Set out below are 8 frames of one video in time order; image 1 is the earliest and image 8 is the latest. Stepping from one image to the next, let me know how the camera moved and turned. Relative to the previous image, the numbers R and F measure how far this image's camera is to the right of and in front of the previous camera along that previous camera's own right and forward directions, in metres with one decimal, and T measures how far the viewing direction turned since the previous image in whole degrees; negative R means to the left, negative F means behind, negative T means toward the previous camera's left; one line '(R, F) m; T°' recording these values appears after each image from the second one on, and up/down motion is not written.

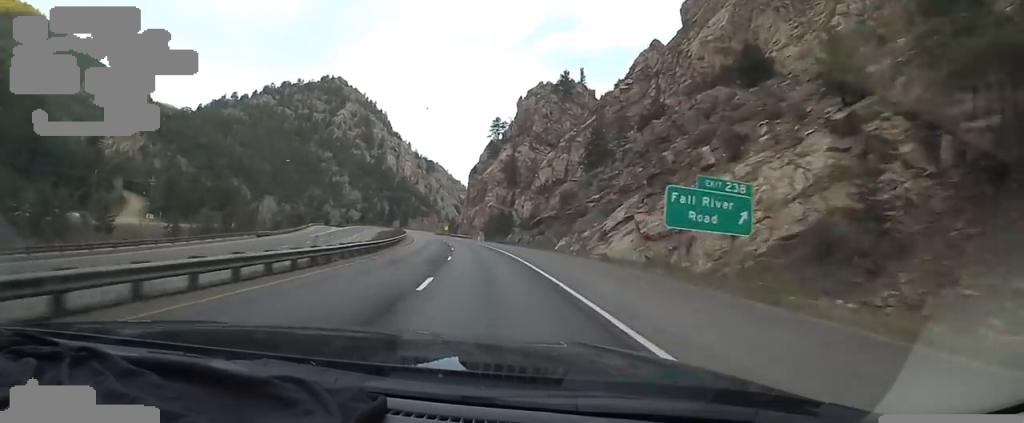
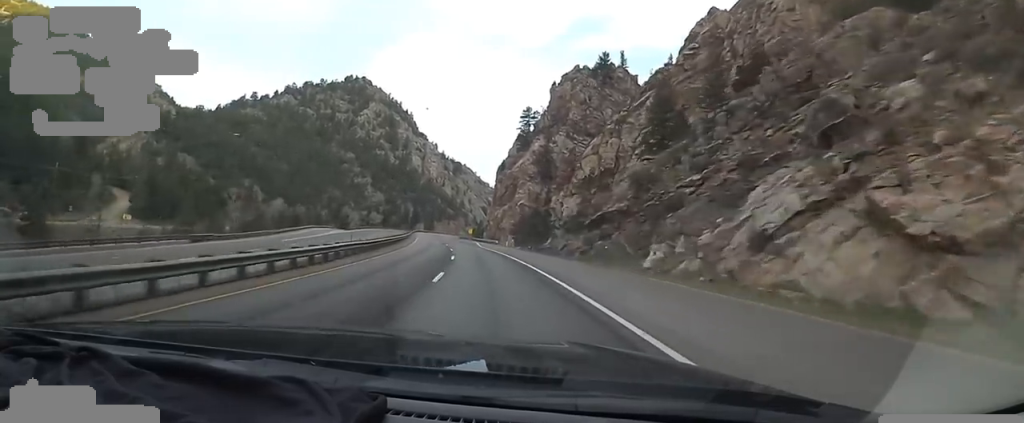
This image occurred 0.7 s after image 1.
(-1.1, +22.7) m; -5°
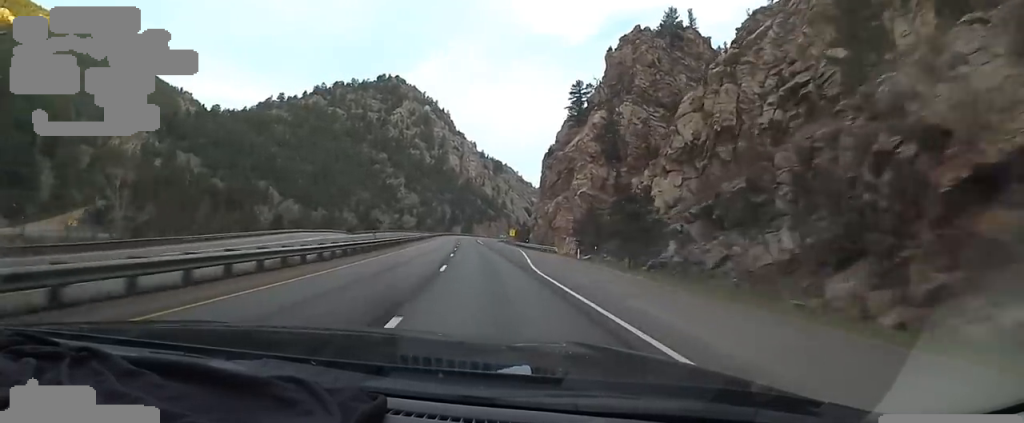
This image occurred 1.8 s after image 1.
(-1.8, +32.9) m; -5°
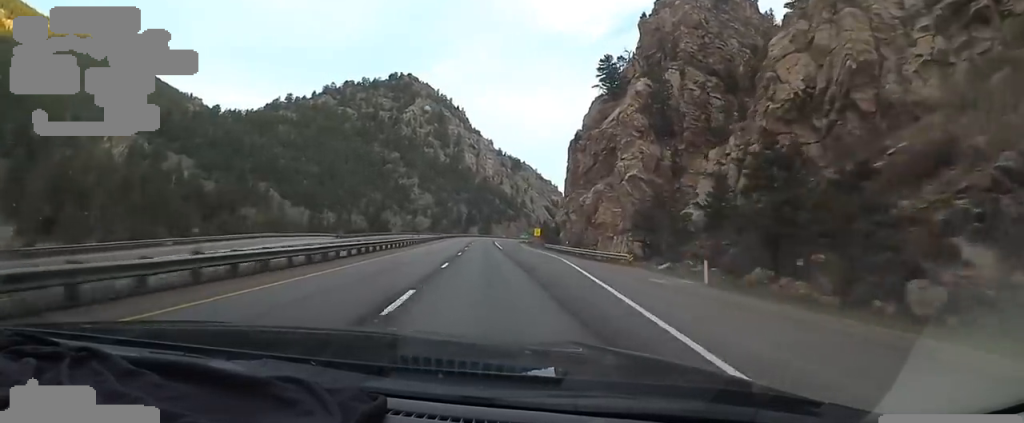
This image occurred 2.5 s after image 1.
(-0.7, +20.6) m; -2°
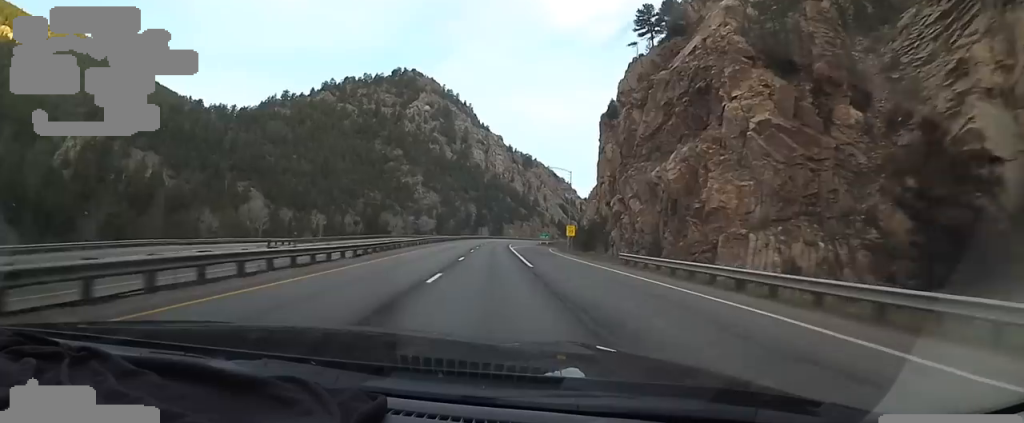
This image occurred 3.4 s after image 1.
(-0.1, +30.0) m; -2°
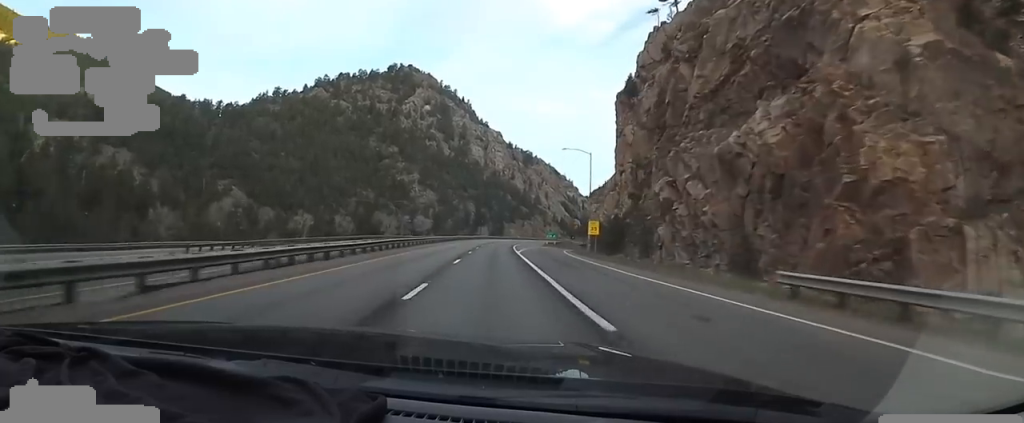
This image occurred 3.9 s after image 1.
(-0.7, +15.6) m; 0°
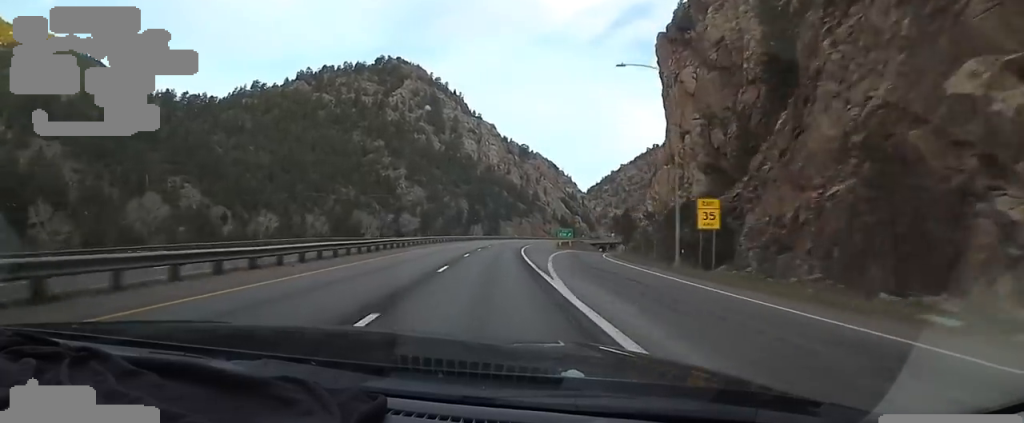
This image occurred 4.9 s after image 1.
(-0.1, +29.2) m; +1°
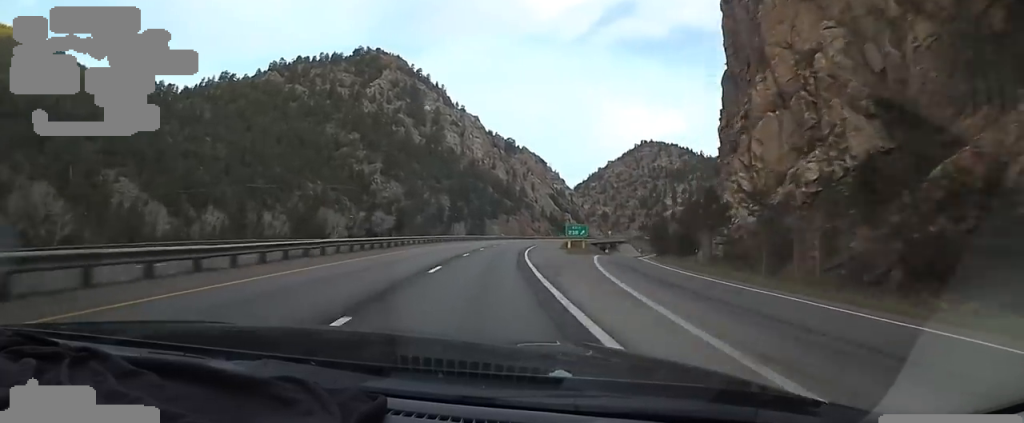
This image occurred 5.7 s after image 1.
(+0.5, +25.1) m; +3°
